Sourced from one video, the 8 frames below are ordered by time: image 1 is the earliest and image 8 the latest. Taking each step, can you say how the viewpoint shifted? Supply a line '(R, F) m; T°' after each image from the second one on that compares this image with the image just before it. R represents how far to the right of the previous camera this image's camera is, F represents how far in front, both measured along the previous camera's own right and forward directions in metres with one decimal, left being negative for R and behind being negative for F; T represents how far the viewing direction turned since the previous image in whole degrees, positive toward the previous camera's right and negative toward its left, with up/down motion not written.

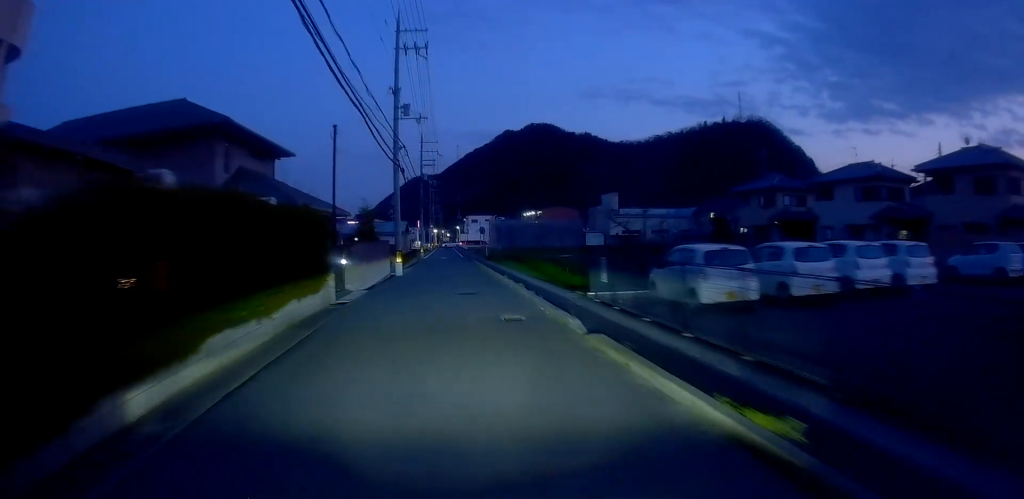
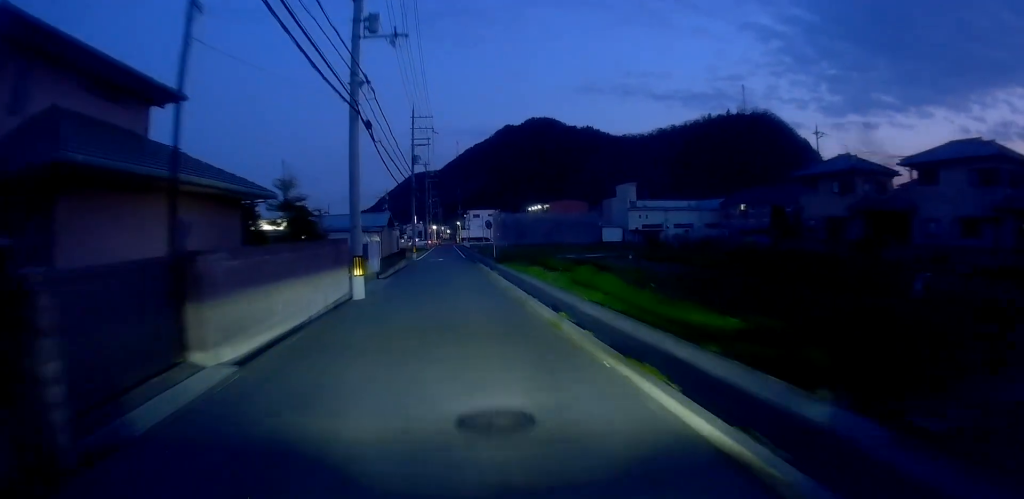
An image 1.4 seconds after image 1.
(+0.1, +12.4) m; 0°
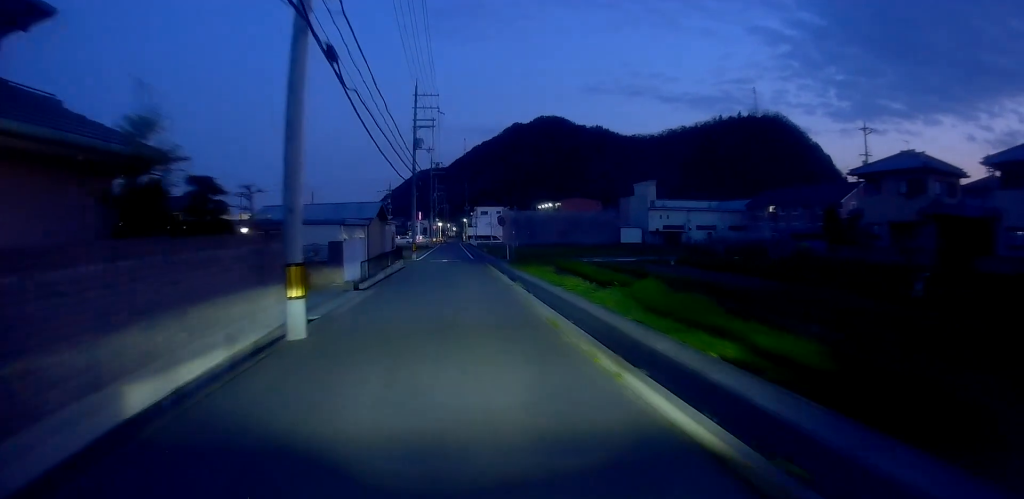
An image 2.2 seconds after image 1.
(-0.1, +7.2) m; 0°
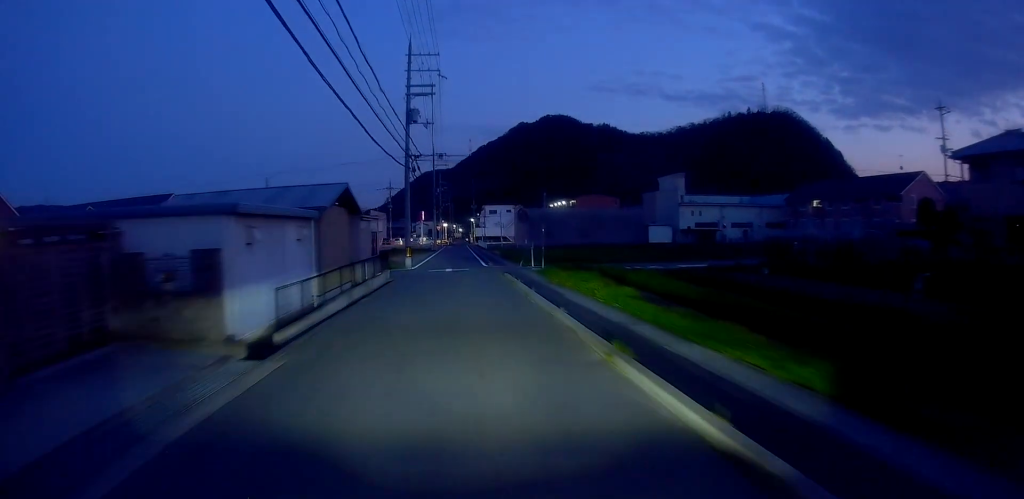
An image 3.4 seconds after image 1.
(+0.1, +10.7) m; +1°
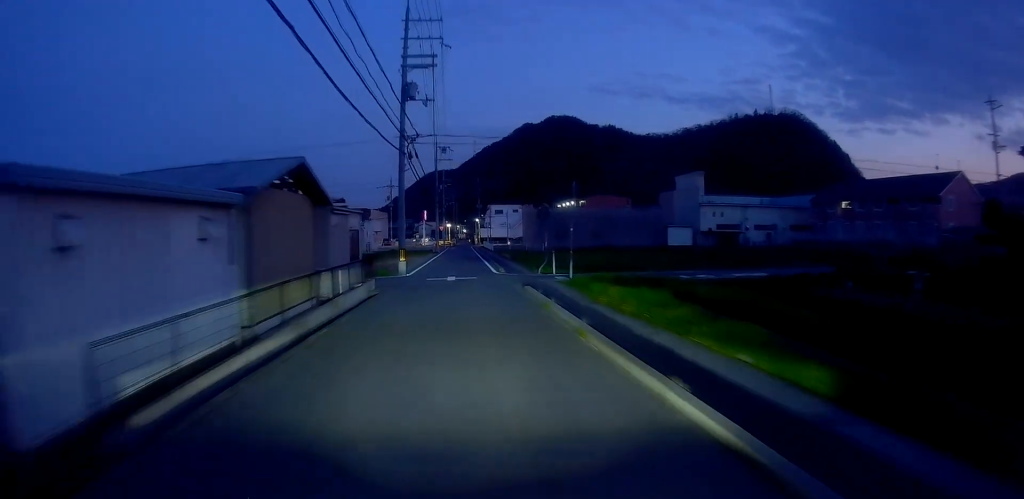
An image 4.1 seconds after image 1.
(0.0, +5.7) m; 0°
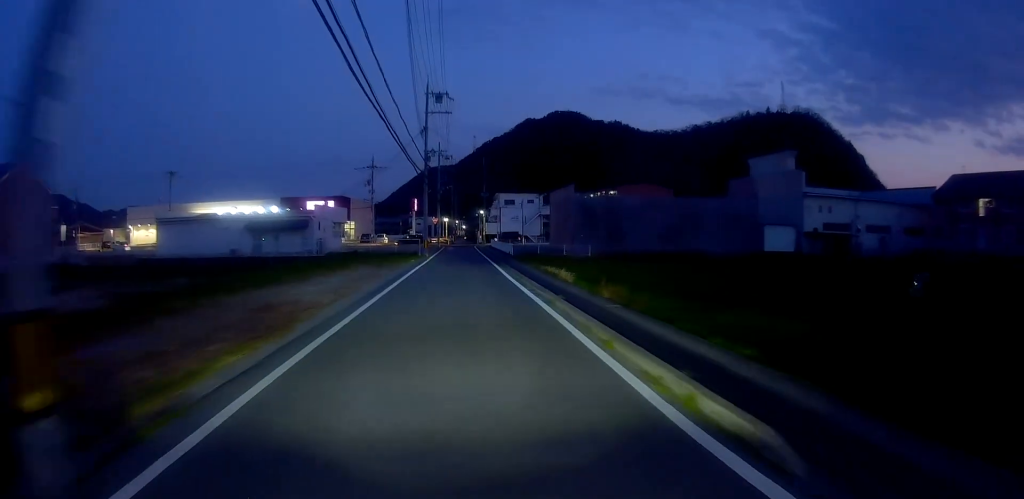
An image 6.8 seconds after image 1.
(+1.3, +24.5) m; +3°
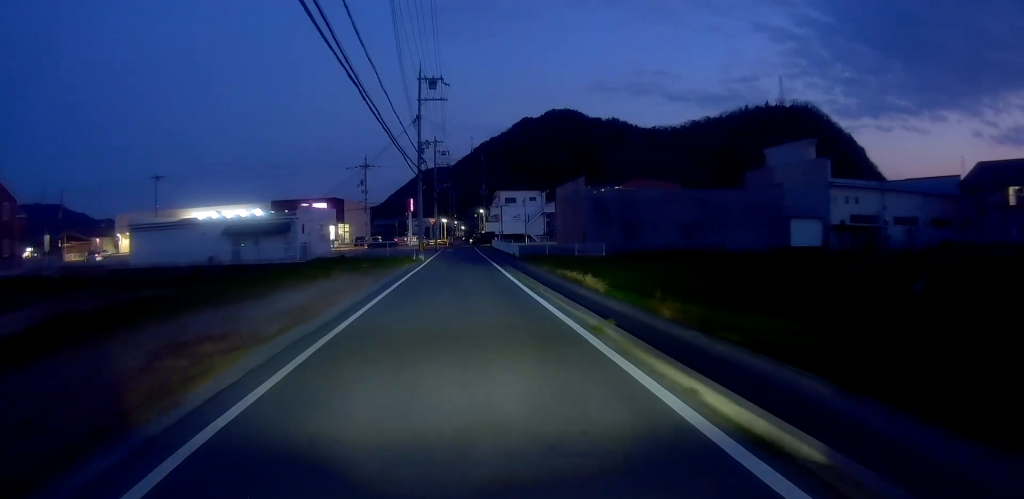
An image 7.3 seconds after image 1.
(-0.3, +4.4) m; -2°
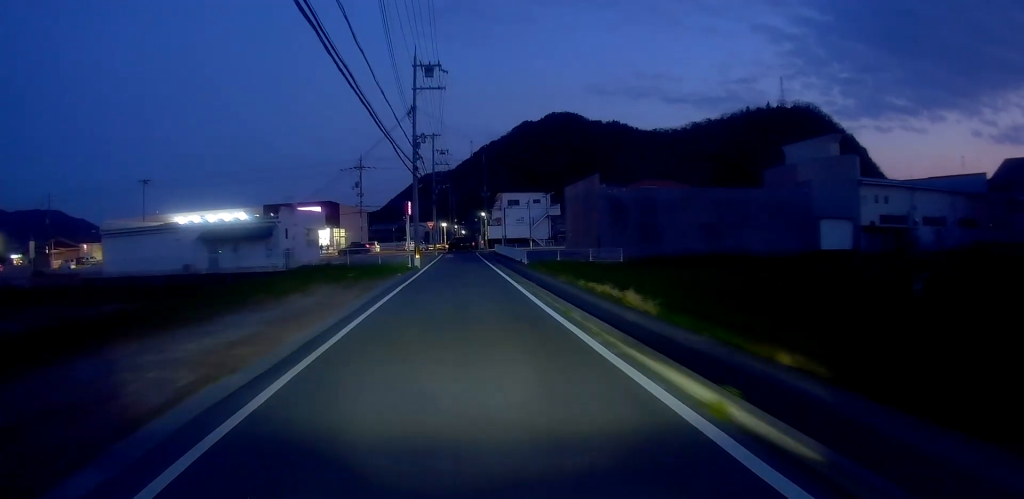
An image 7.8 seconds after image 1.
(-0.1, +4.4) m; -1°
